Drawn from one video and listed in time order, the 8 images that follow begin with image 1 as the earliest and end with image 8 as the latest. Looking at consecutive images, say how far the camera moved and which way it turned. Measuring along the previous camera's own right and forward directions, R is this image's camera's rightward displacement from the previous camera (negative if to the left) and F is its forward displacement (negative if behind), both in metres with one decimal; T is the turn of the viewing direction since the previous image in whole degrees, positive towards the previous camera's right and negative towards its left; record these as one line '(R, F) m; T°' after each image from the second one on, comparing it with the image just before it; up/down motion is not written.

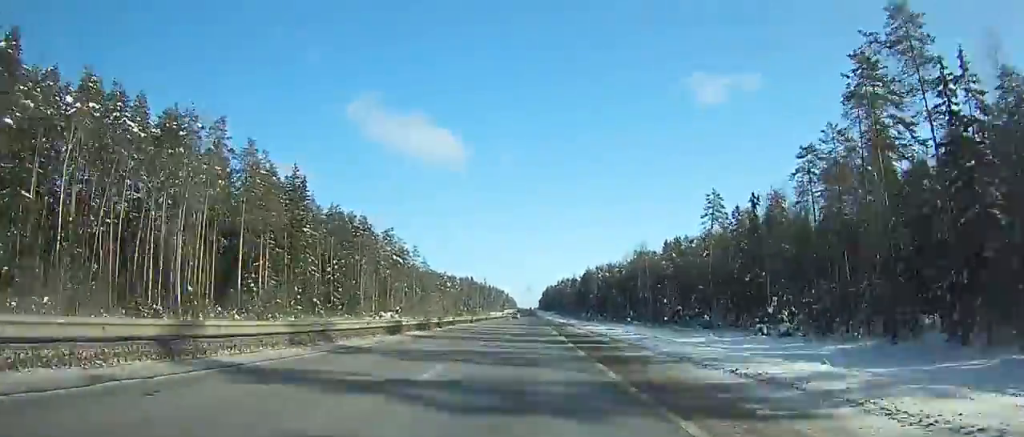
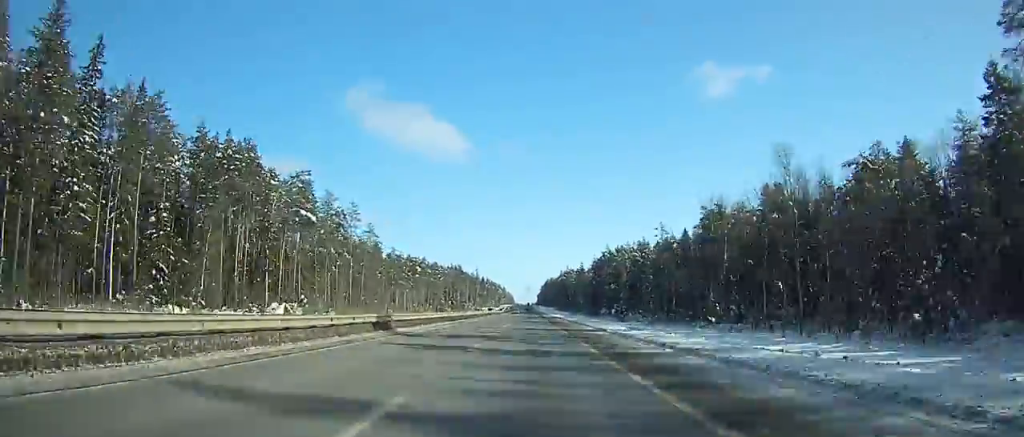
(0.0, +66.0) m; 0°
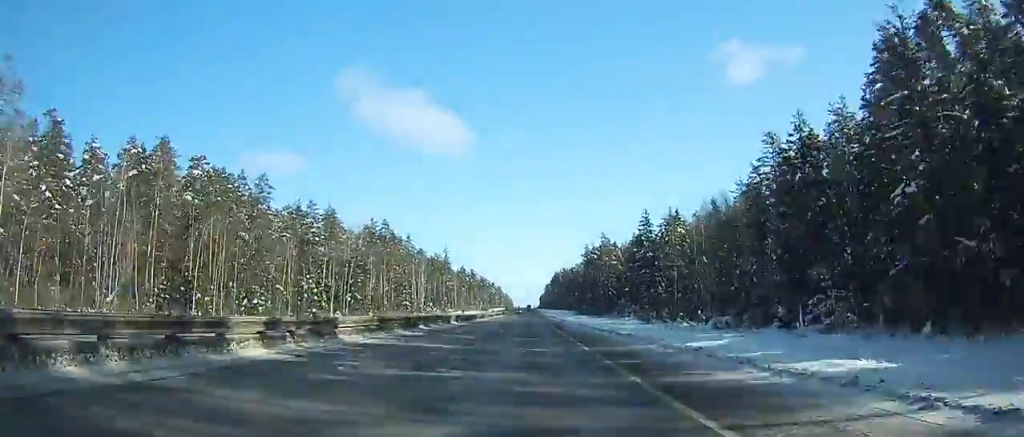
(+0.8, +172.0) m; +1°
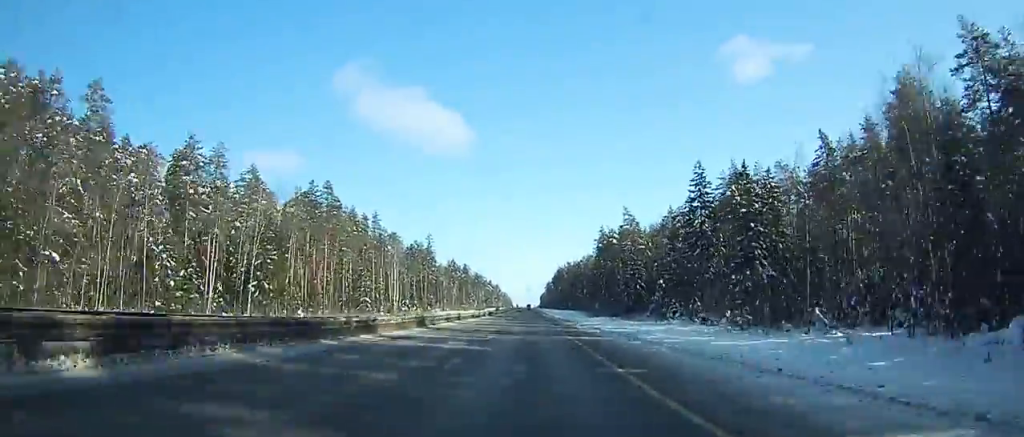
(+0.1, +44.5) m; 0°
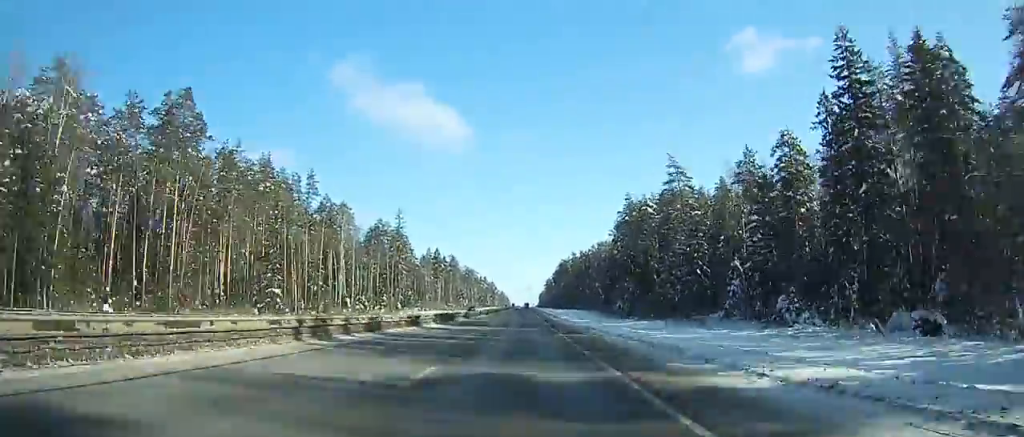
(0.0, +48.1) m; 0°
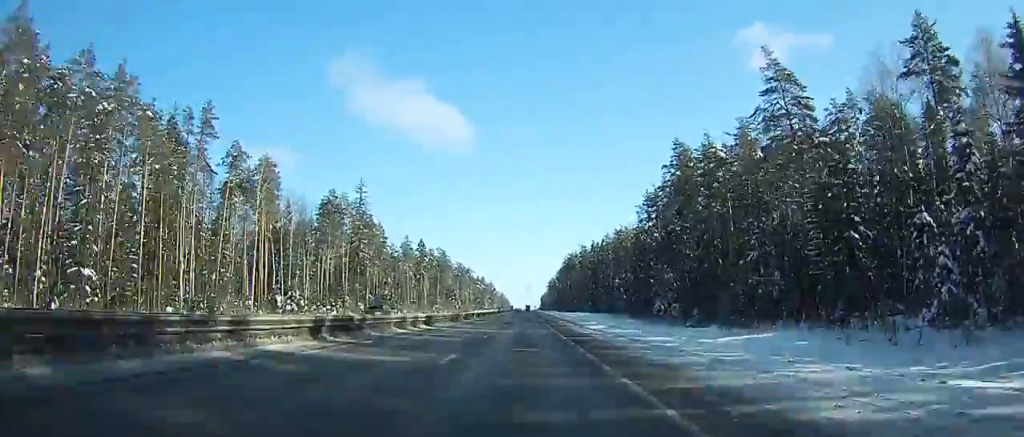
(-0.1, +39.8) m; -2°
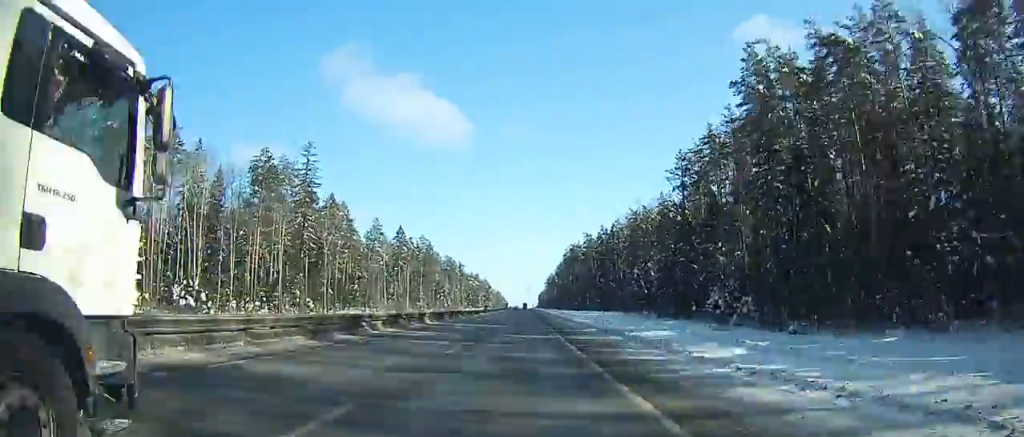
(+0.6, +30.8) m; -1°
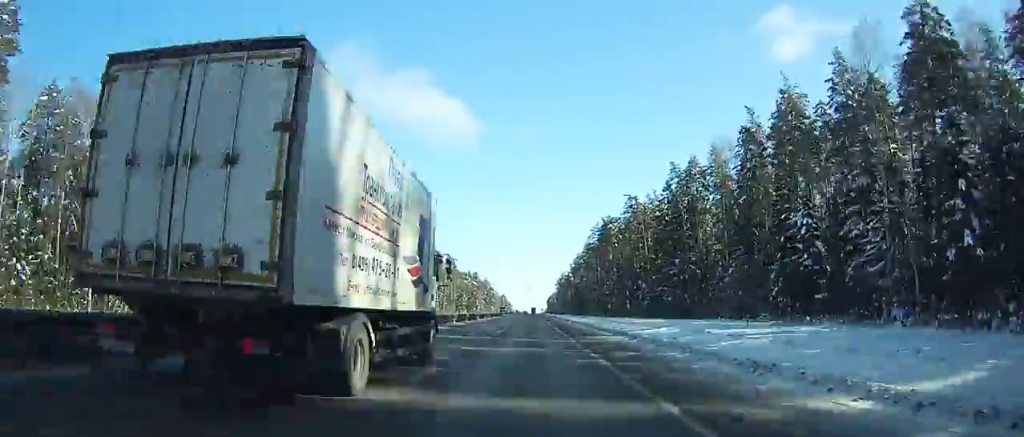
(-2.1, +72.7) m; +2°
